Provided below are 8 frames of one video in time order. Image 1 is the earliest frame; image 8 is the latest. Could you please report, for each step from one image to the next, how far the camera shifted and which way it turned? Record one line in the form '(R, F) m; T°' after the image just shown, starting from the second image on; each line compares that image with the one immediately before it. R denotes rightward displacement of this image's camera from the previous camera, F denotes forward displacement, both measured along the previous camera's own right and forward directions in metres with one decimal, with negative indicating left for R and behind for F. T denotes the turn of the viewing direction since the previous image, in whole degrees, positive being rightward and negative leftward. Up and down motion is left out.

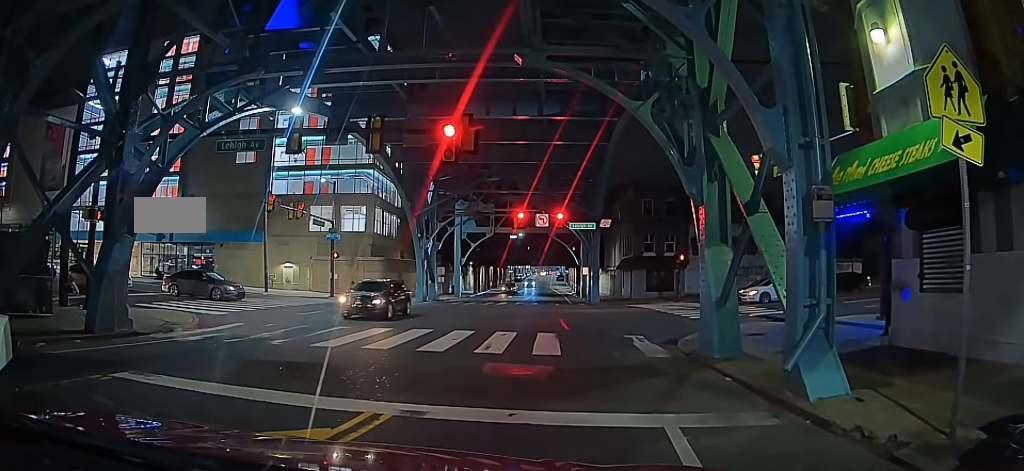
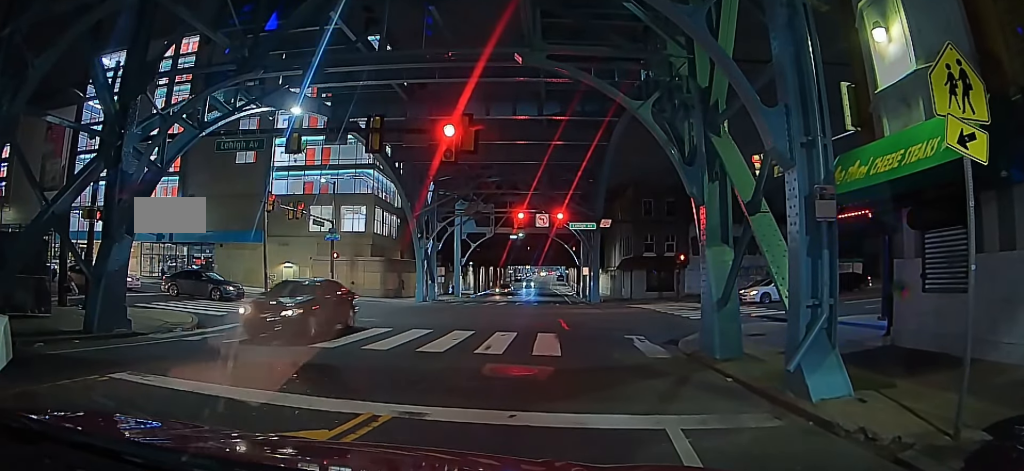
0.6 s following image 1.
(-0.2, +0.4) m; 0°
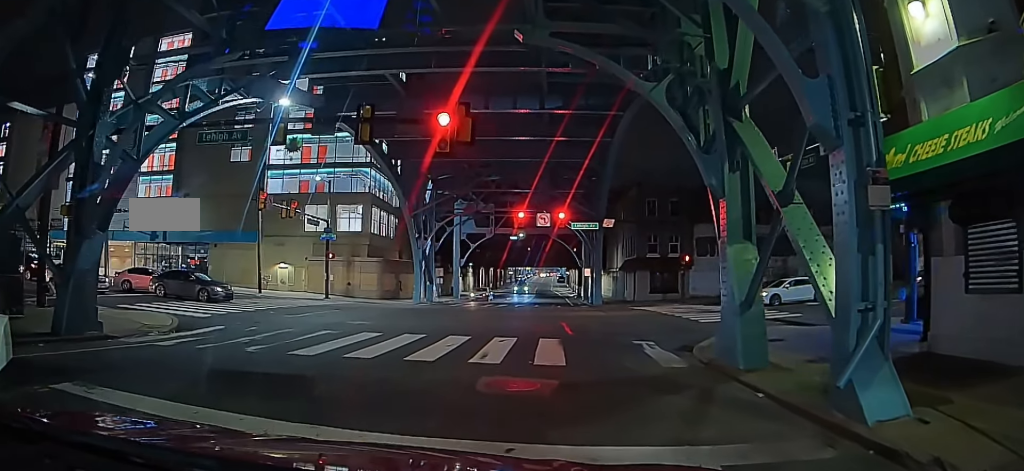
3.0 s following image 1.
(-1.0, +2.8) m; 0°
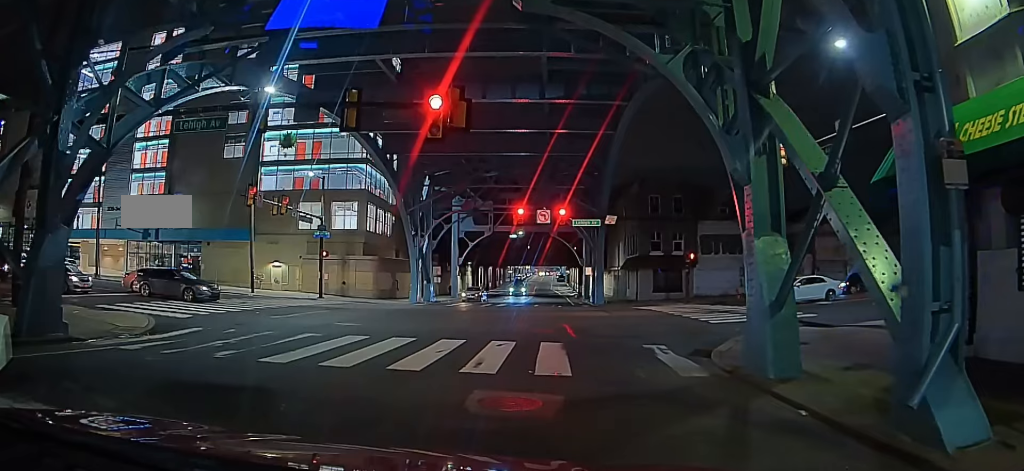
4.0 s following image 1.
(-0.2, +0.8) m; 0°
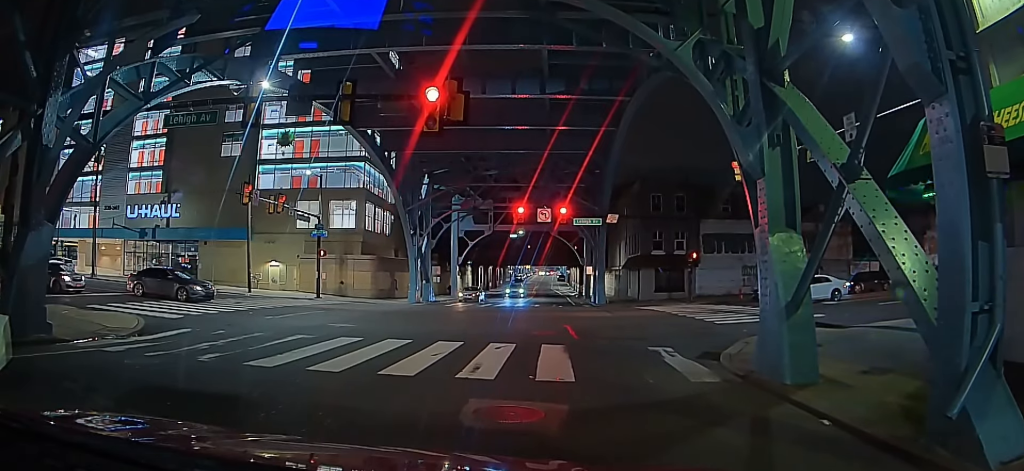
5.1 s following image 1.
(-0.2, +0.4) m; 0°
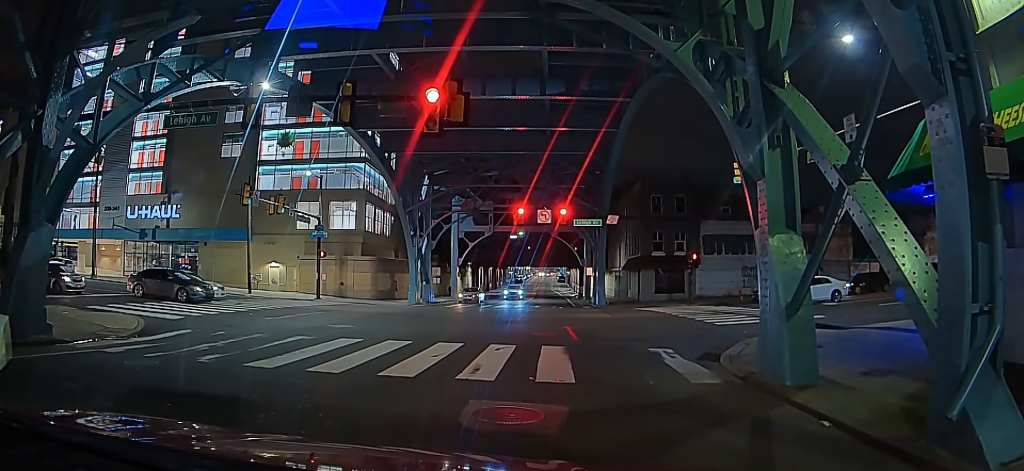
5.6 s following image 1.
(-0.1, +0.2) m; 0°
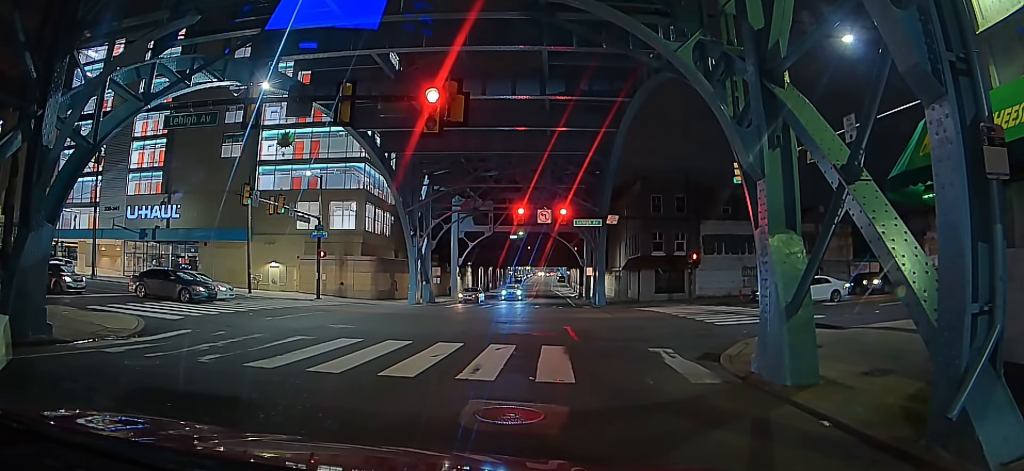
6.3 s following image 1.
(0.0, +0.2) m; 0°
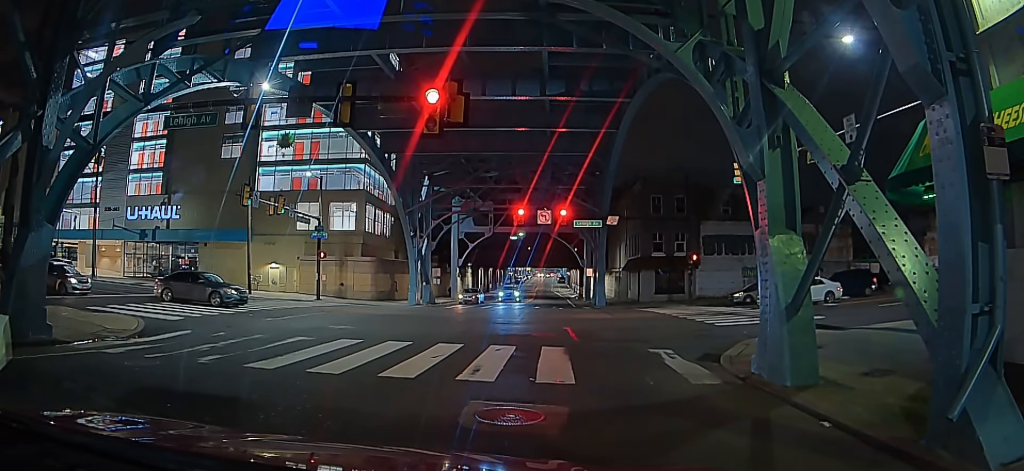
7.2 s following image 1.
(0.0, +0.2) m; 0°
